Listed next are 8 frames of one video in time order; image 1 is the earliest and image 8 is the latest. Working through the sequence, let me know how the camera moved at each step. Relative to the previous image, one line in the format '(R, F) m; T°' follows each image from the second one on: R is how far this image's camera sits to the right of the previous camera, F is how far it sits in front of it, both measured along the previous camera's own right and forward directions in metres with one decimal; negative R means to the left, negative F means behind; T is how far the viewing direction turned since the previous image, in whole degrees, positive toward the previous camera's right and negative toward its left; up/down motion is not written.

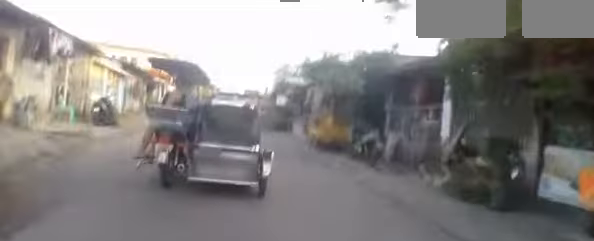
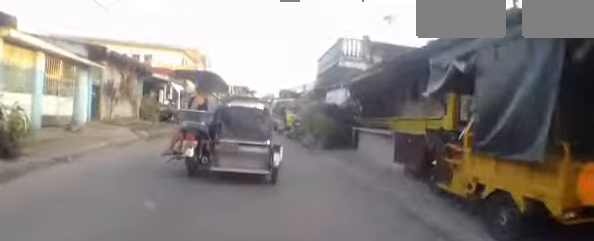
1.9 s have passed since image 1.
(+0.3, +6.2) m; +6°
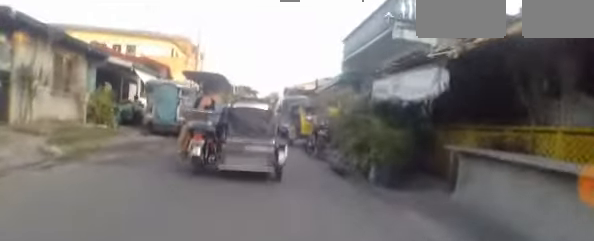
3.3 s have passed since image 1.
(+0.2, +5.1) m; +2°
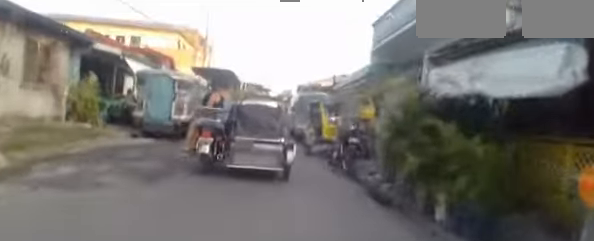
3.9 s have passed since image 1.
(0.0, +2.2) m; -1°
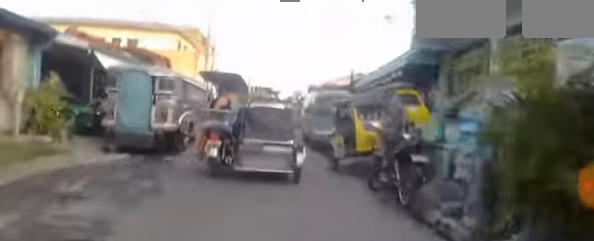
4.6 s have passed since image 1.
(0.0, +2.5) m; -1°
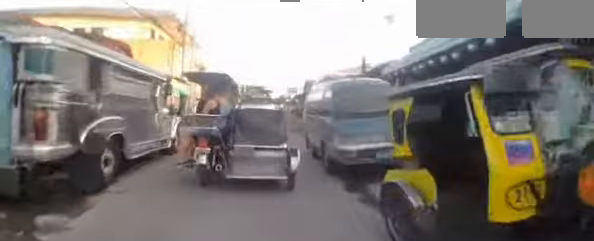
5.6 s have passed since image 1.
(-0.1, +3.7) m; -2°
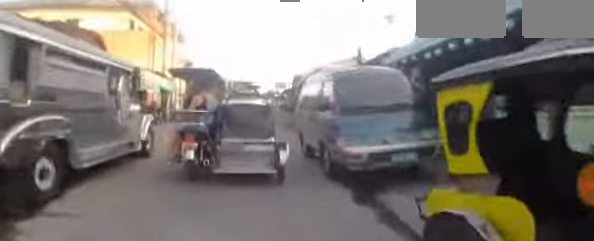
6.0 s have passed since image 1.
(0.0, +1.5) m; -1°
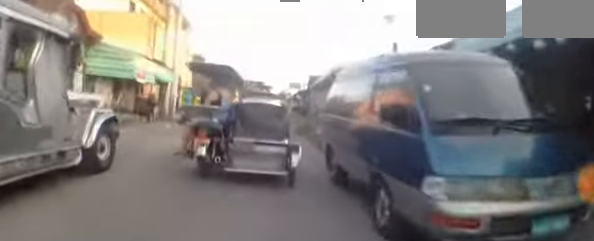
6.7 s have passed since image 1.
(0.0, +2.2) m; -3°
